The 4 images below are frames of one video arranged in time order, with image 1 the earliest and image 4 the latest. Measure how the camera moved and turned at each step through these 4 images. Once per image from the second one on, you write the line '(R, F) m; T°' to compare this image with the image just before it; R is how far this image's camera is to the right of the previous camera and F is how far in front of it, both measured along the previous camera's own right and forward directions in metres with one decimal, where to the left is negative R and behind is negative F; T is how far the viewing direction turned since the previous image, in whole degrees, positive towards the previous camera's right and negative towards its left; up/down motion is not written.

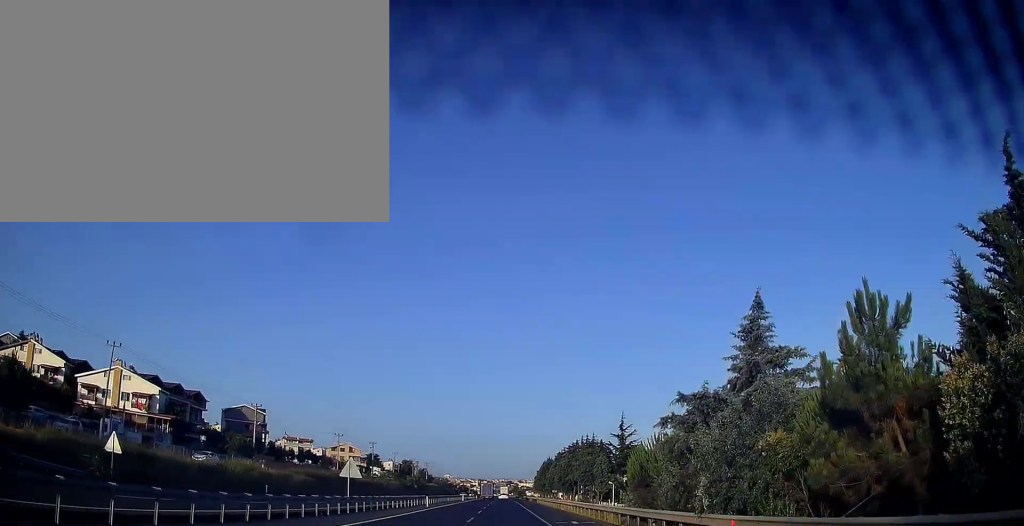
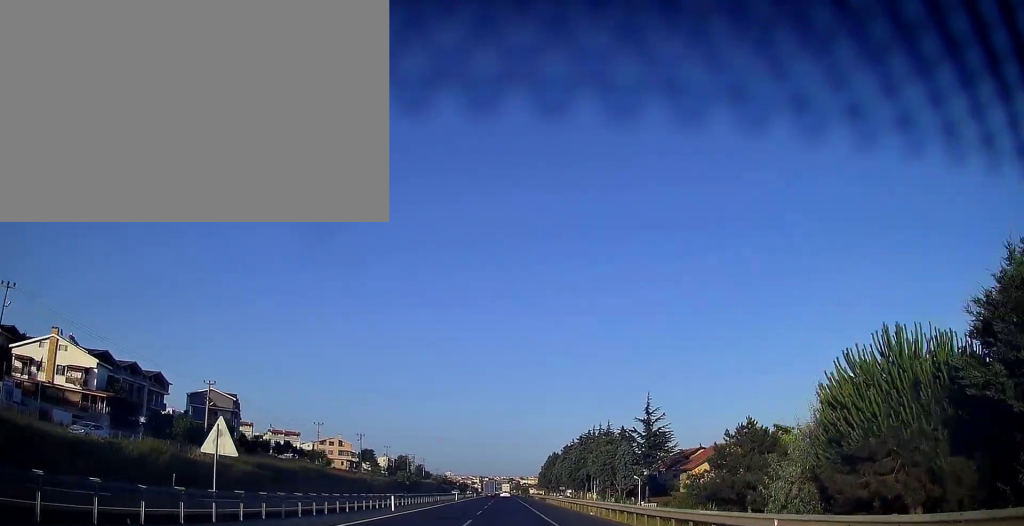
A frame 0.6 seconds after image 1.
(0.0, +16.8) m; 0°
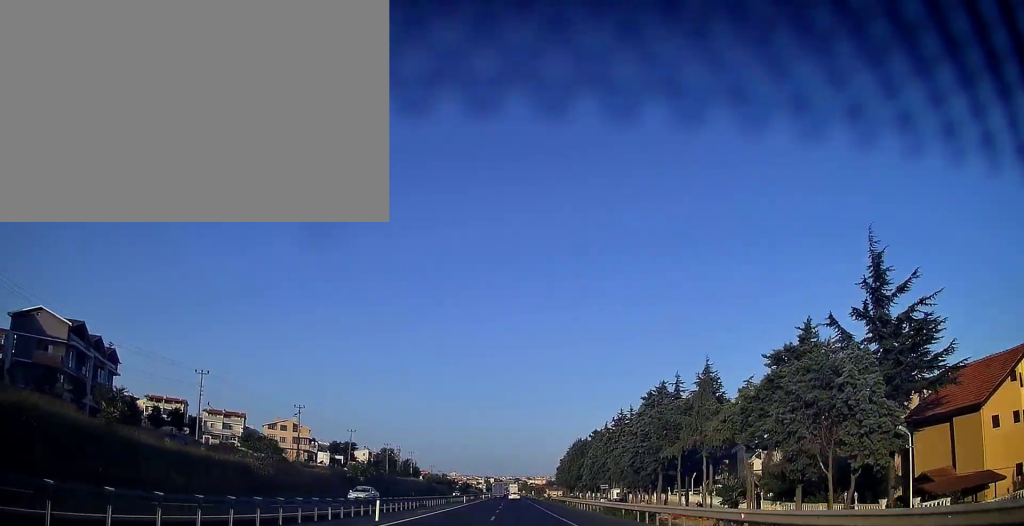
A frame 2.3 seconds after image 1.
(-0.4, +51.2) m; -1°
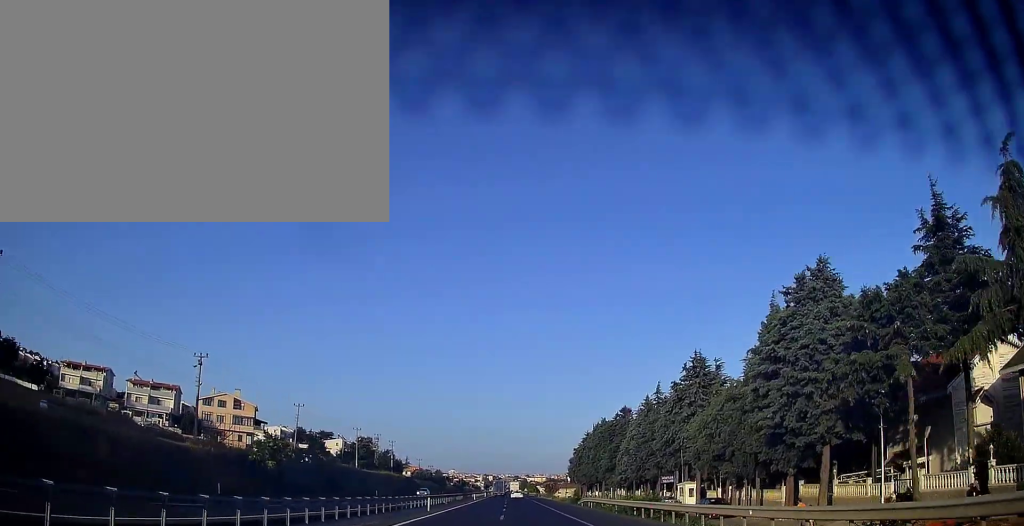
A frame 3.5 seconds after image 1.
(+0.3, +36.4) m; 0°
